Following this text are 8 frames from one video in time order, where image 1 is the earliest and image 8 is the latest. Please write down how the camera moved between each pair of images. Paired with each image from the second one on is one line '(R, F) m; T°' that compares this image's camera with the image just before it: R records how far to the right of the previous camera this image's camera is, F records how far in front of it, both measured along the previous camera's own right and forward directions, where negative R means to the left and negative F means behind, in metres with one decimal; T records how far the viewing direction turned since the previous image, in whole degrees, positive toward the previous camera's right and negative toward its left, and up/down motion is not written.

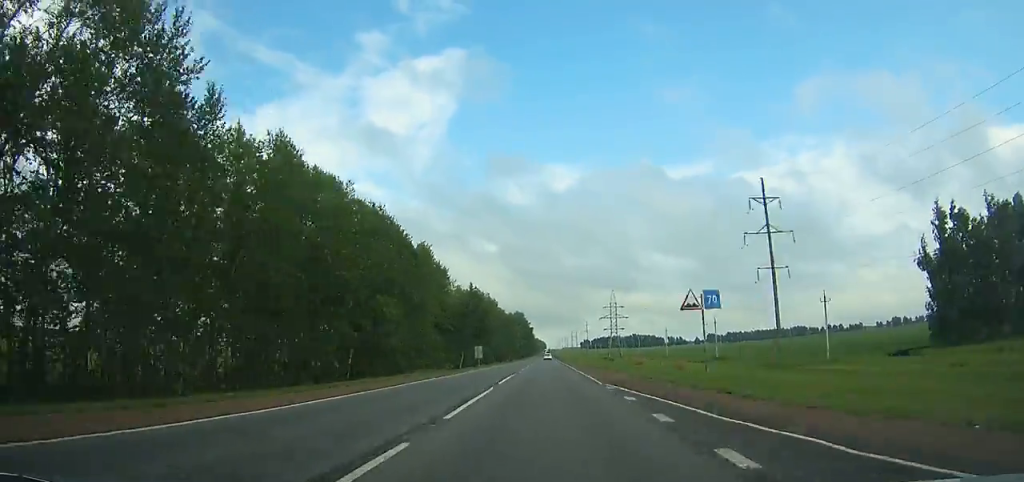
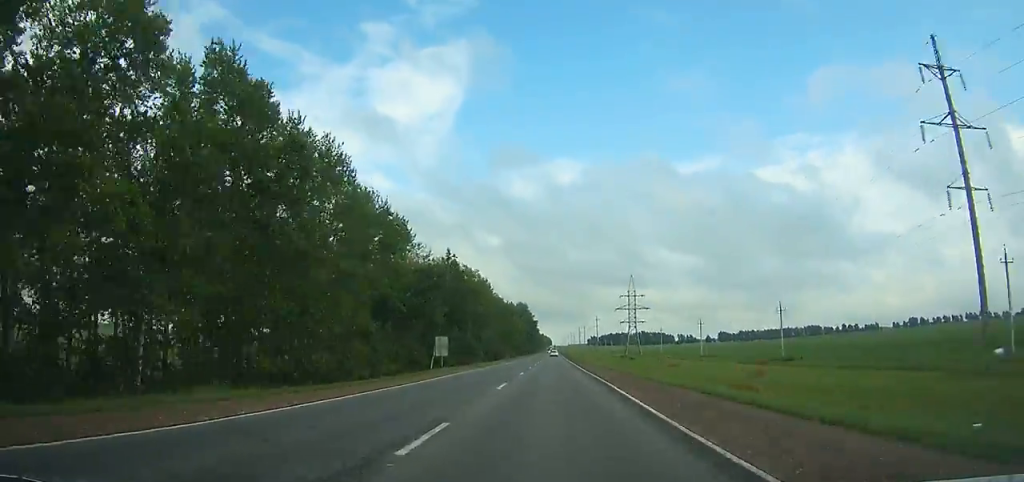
(0.0, +33.8) m; 0°
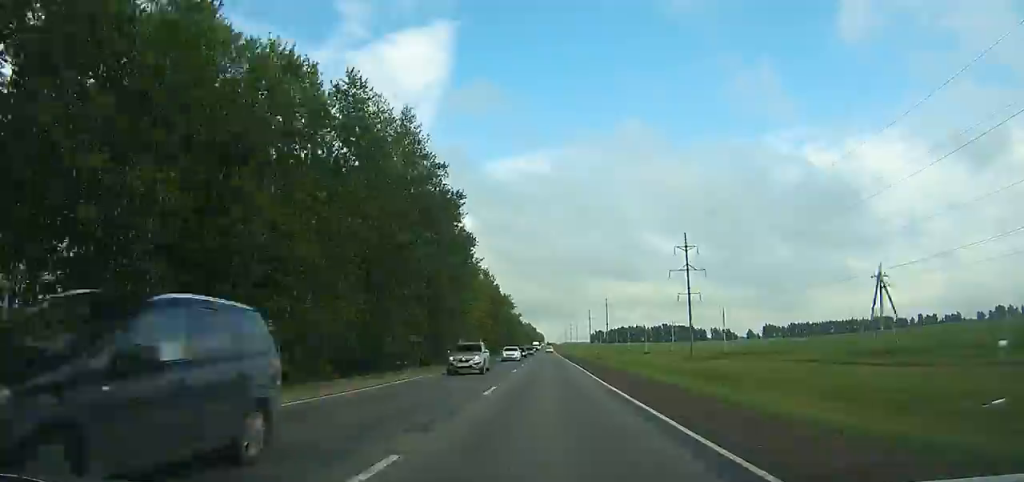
(+1.0, +229.8) m; 0°
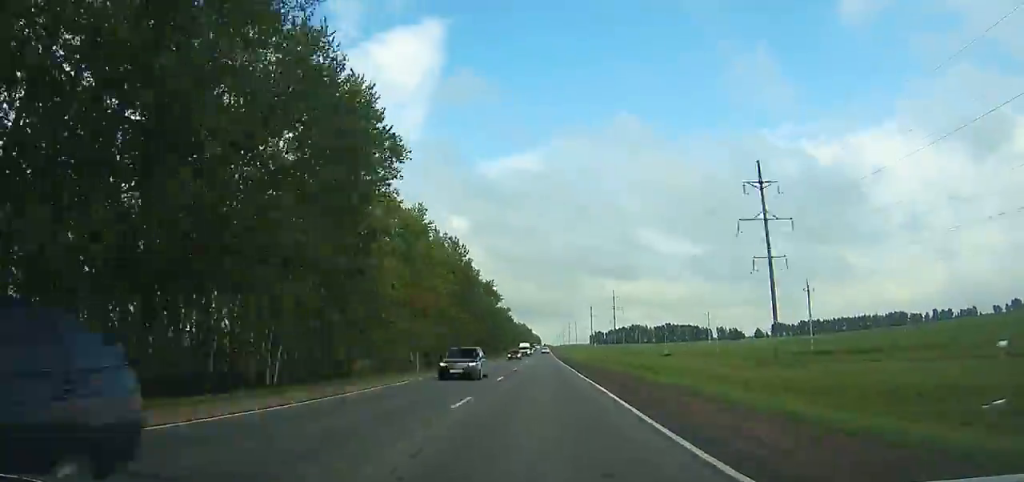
(0.0, +39.2) m; 0°
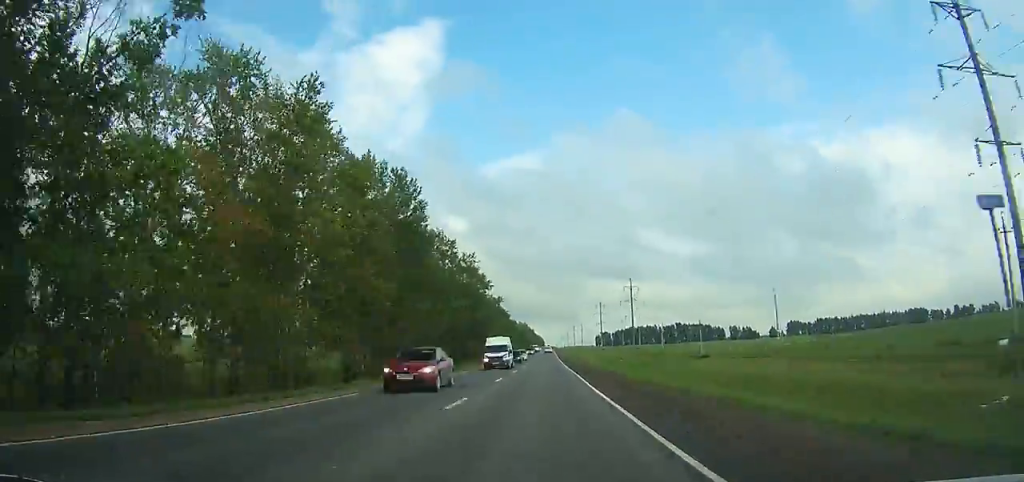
(0.0, +34.5) m; 0°
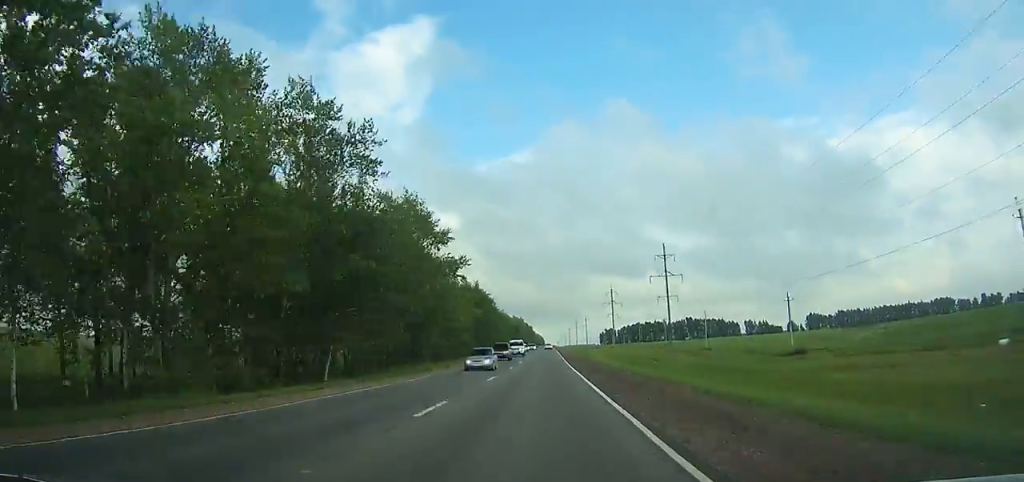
(0.0, +50.8) m; 0°
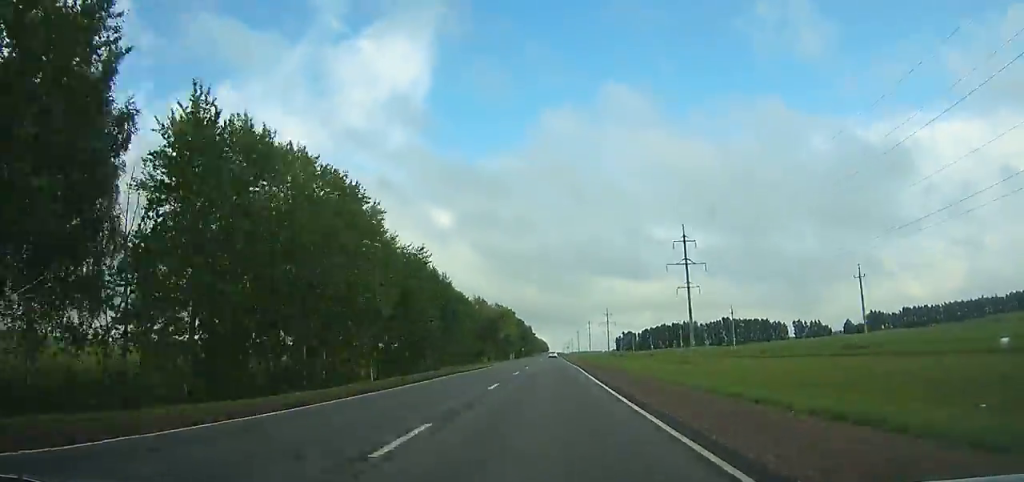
(-0.2, +110.8) m; 0°
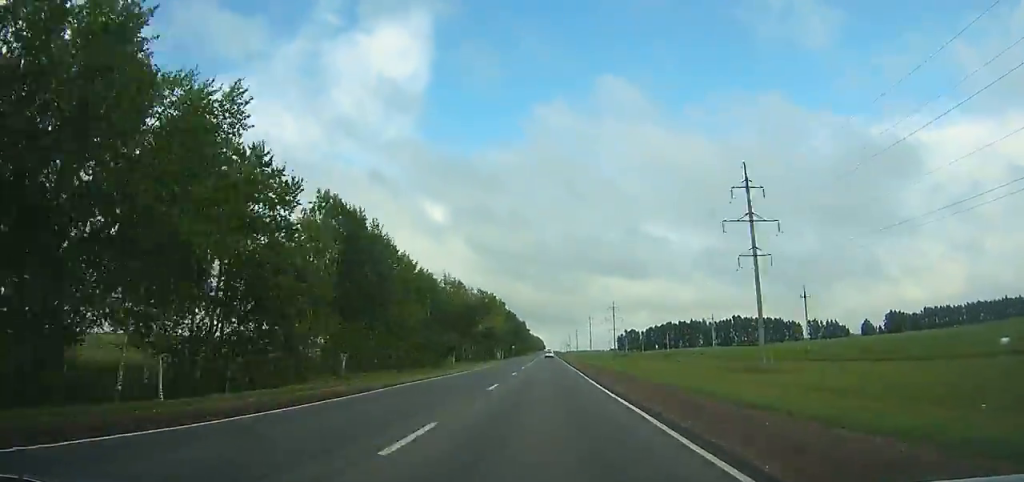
(0.0, +35.2) m; 0°
